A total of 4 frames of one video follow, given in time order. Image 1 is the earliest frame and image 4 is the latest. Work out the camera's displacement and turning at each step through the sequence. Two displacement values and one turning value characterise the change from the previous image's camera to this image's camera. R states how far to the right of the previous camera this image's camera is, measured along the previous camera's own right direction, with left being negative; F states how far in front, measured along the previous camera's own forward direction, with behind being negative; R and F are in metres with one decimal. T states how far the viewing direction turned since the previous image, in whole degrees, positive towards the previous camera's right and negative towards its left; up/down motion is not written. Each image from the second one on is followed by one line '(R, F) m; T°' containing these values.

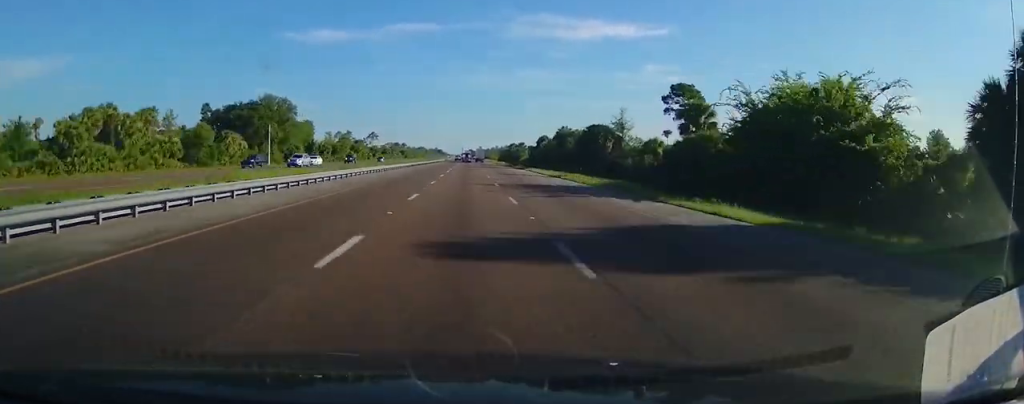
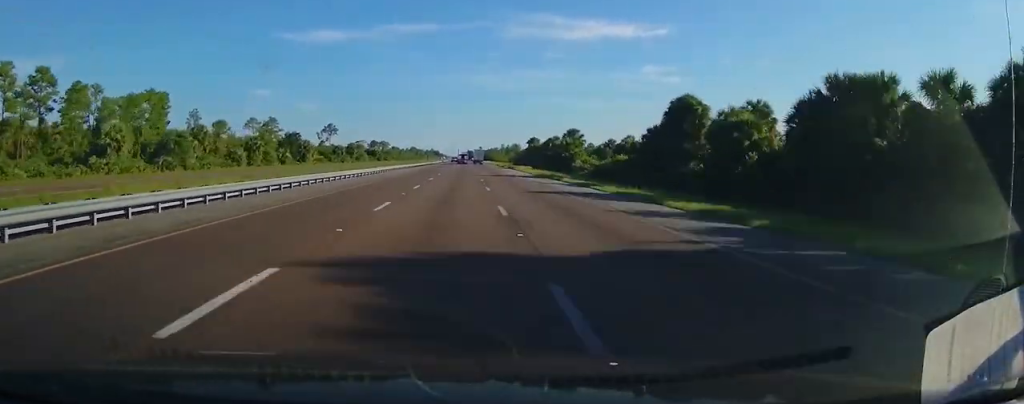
(-0.6, +111.8) m; 0°
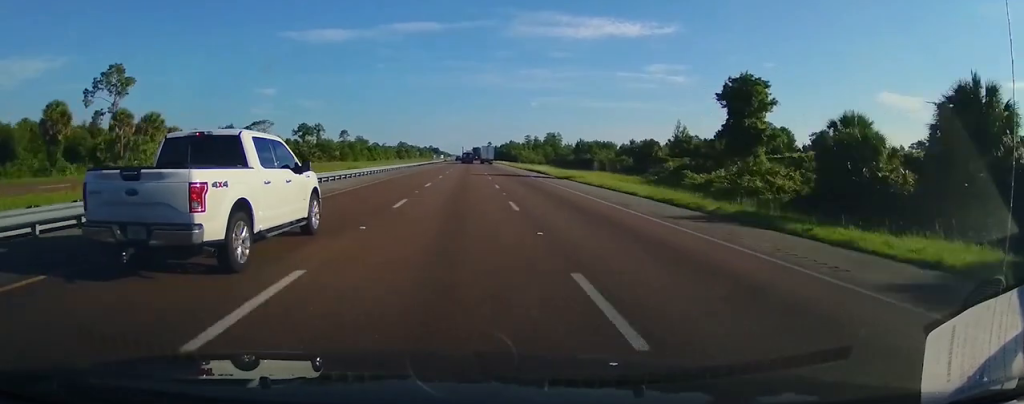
(+0.1, +169.0) m; 0°
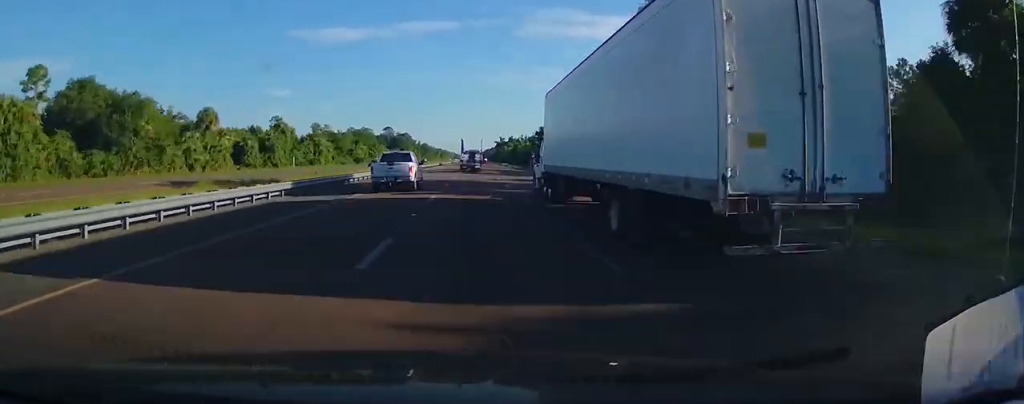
(-6.5, +625.7) m; -2°
